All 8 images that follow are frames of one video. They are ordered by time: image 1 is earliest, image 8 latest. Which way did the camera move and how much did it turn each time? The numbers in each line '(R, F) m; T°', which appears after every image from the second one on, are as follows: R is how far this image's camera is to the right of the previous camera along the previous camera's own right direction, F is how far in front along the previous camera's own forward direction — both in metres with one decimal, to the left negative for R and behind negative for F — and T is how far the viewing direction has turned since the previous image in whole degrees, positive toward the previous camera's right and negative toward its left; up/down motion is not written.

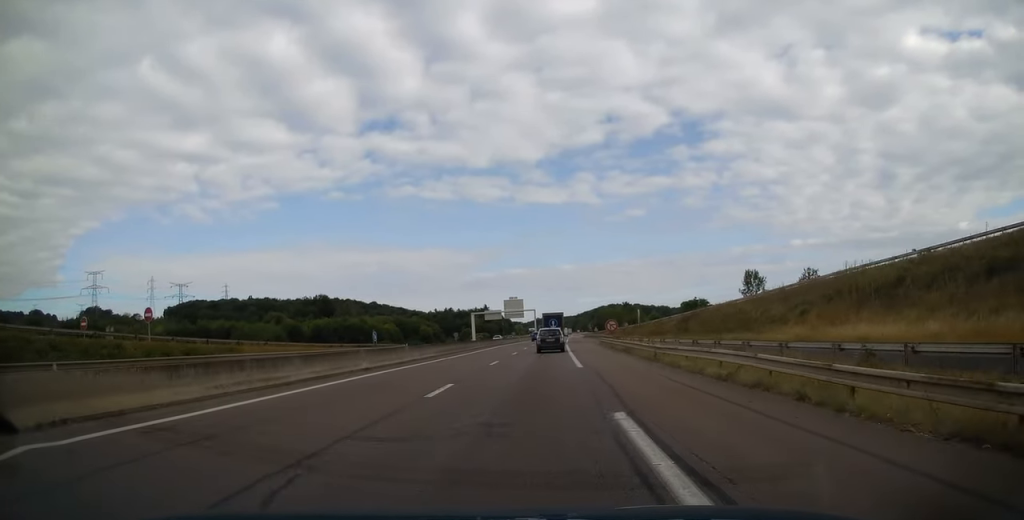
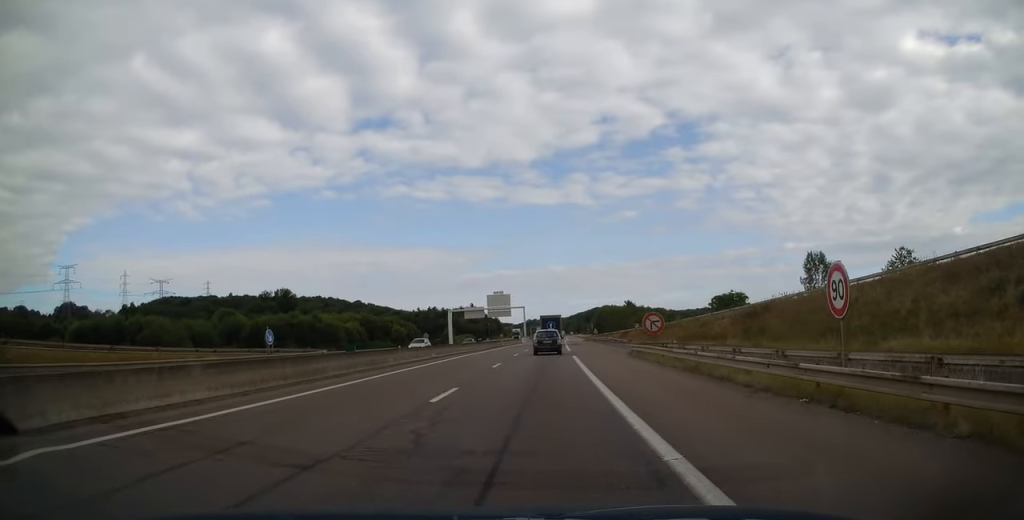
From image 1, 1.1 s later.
(+0.4, +26.7) m; +1°
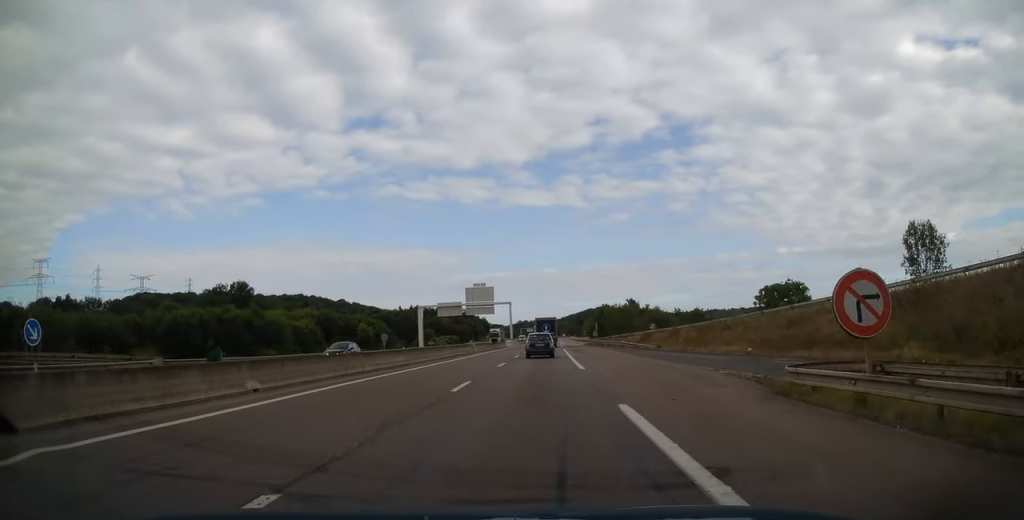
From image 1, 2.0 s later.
(0.0, +23.9) m; 0°
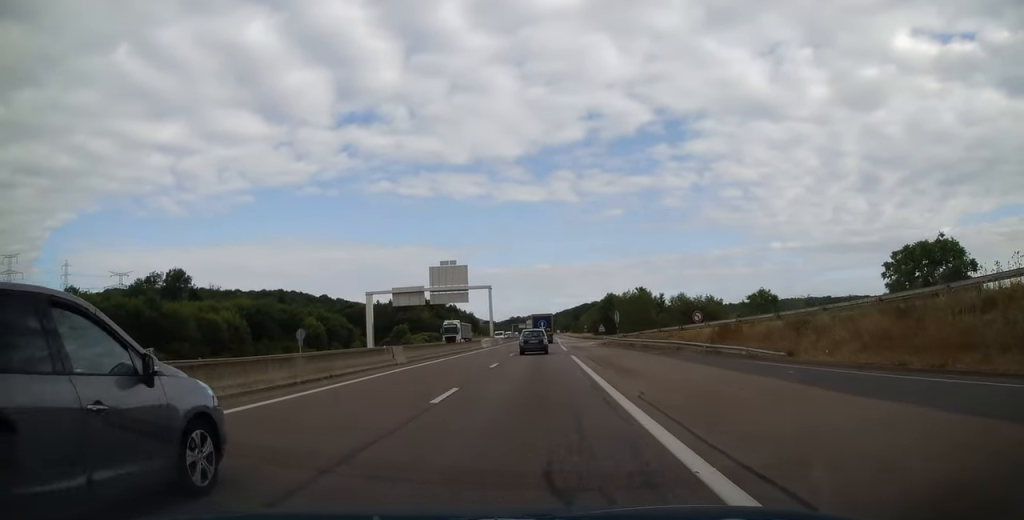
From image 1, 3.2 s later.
(0.0, +28.9) m; +1°
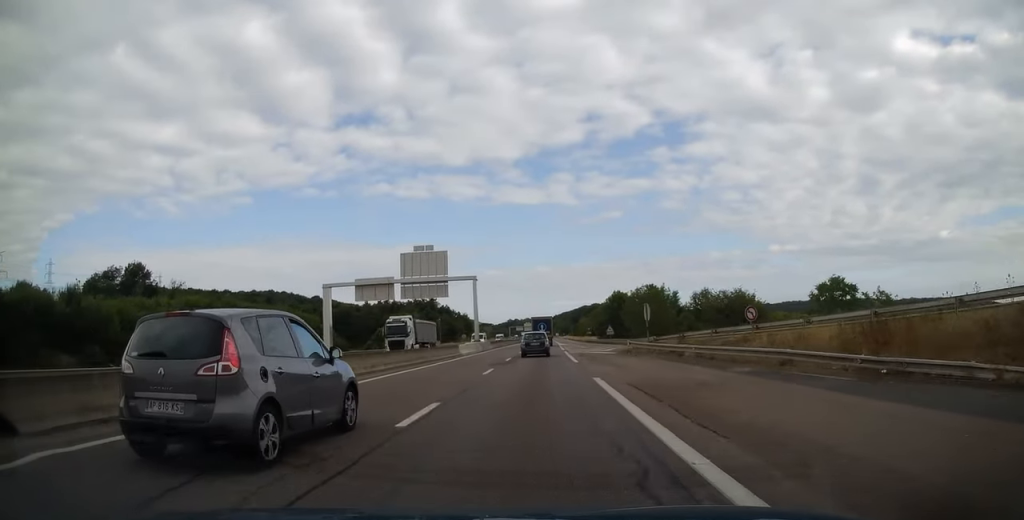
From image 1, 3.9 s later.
(+0.2, +15.9) m; 0°
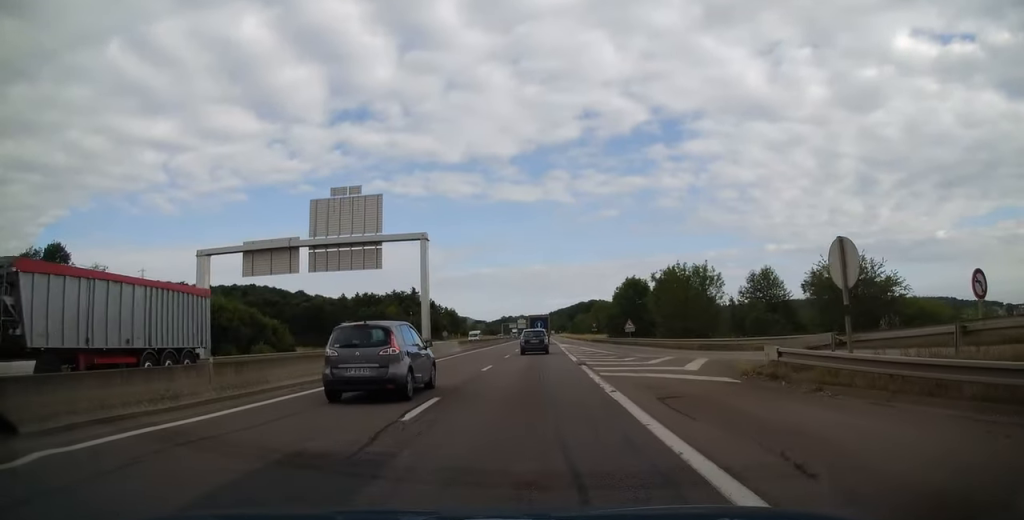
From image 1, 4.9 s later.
(+0.1, +25.2) m; 0°
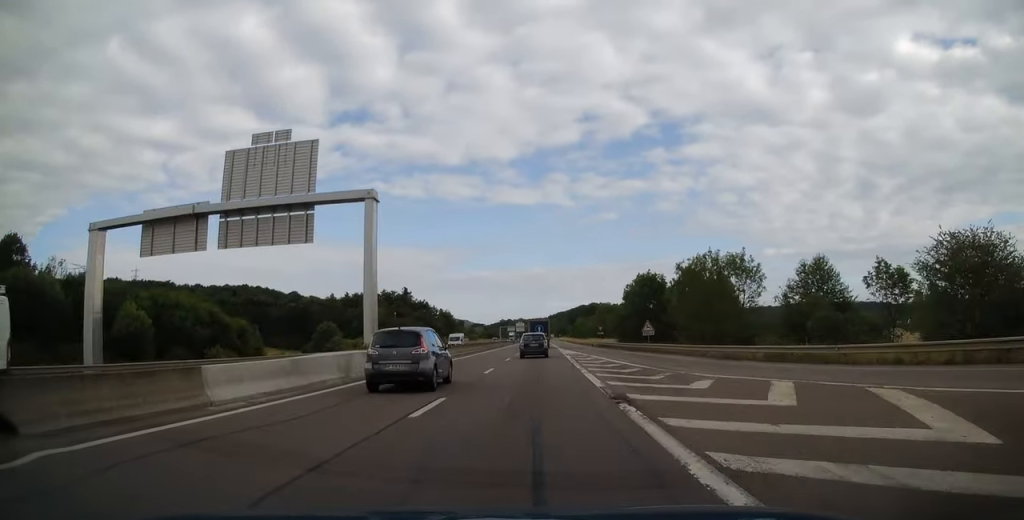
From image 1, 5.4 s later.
(0.0, +12.1) m; 0°
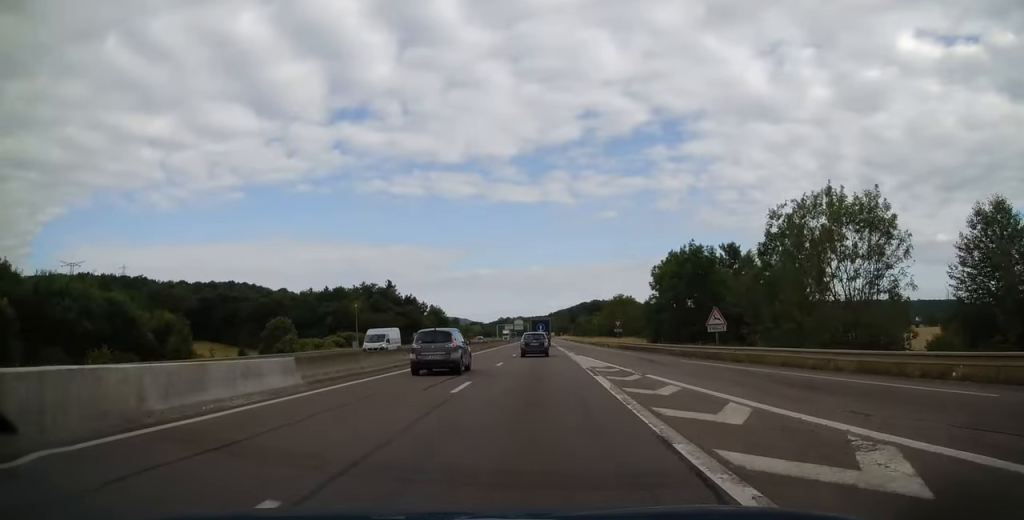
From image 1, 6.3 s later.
(0.0, +21.7) m; 0°
